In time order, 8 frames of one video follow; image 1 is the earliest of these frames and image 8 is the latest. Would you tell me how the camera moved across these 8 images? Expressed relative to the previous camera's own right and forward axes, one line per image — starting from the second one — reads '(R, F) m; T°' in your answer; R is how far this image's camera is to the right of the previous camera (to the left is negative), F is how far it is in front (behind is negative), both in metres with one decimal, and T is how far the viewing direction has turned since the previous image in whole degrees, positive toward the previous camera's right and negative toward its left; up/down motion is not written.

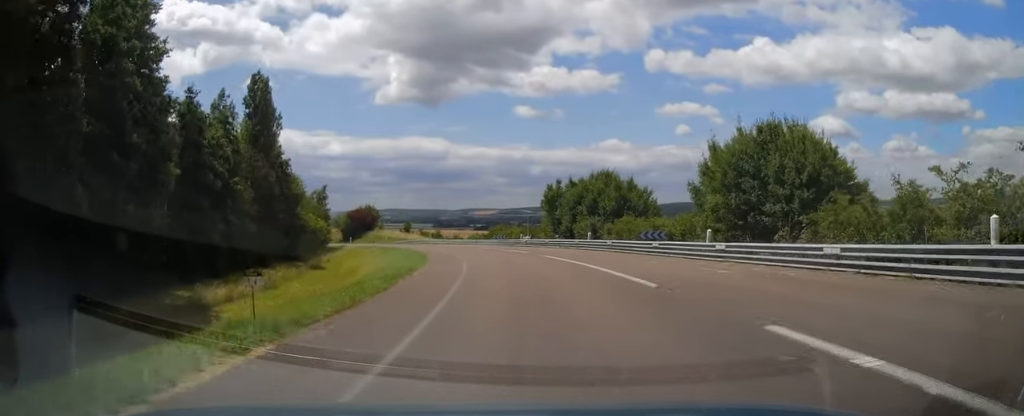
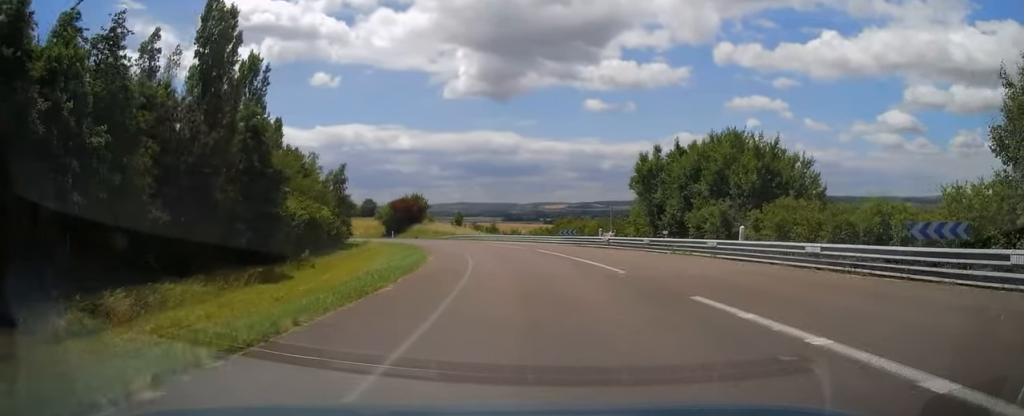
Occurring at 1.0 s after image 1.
(-1.5, +22.1) m; -7°
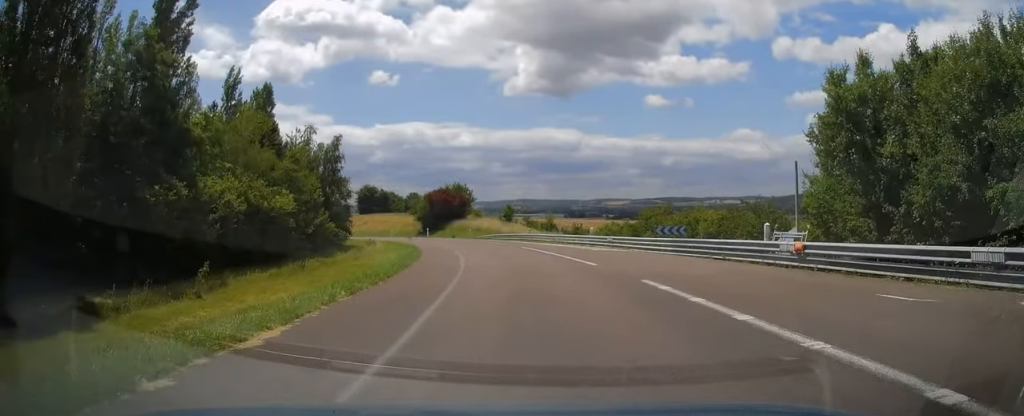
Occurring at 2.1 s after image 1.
(-1.2, +22.5) m; -6°
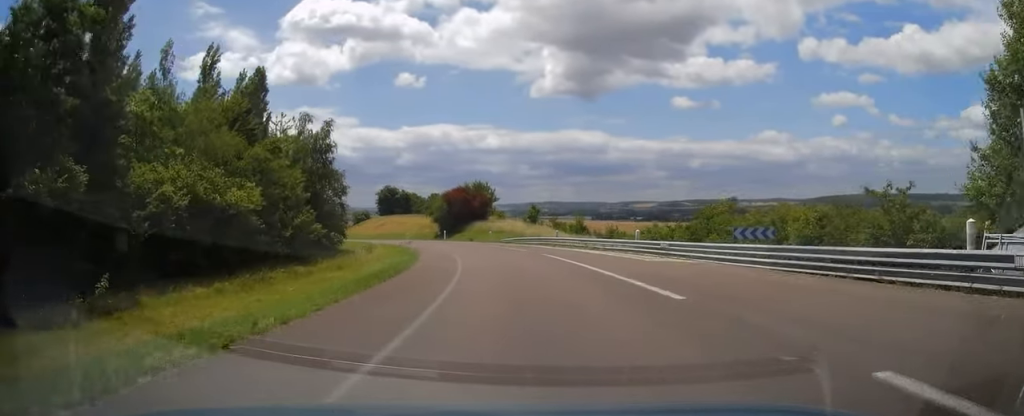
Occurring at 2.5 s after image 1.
(-0.2, +9.0) m; -2°
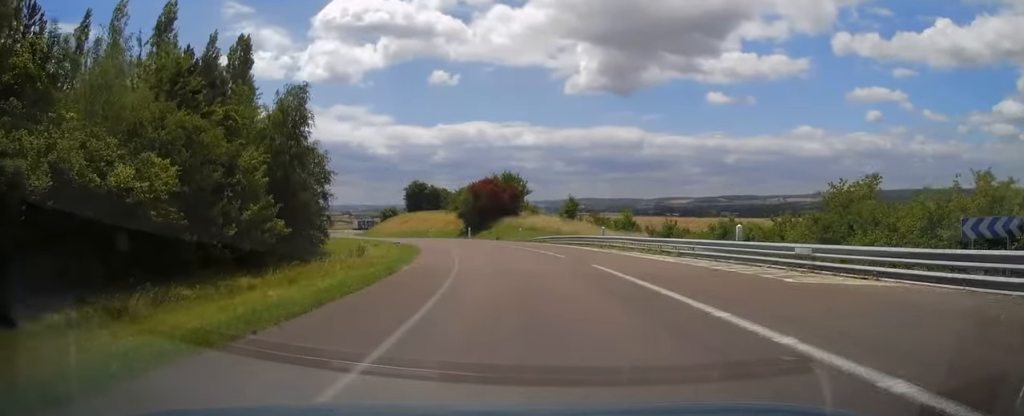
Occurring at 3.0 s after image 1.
(-0.3, +11.4) m; -3°
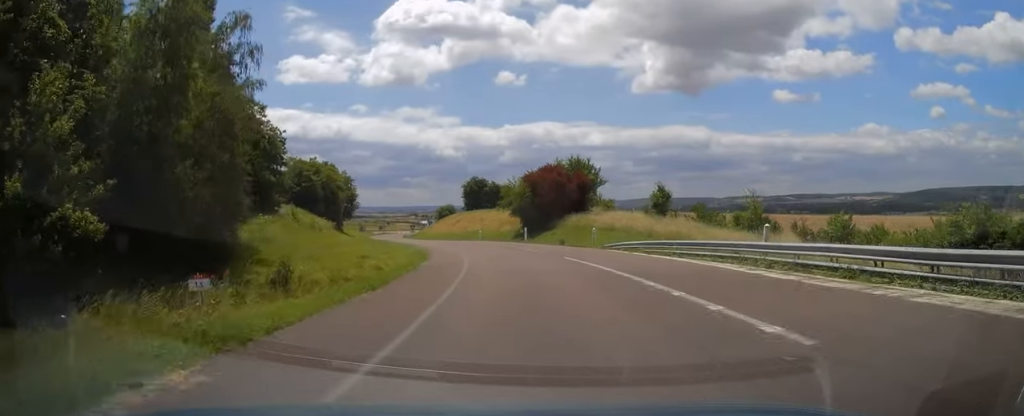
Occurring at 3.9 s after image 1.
(-0.7, +18.6) m; -5°
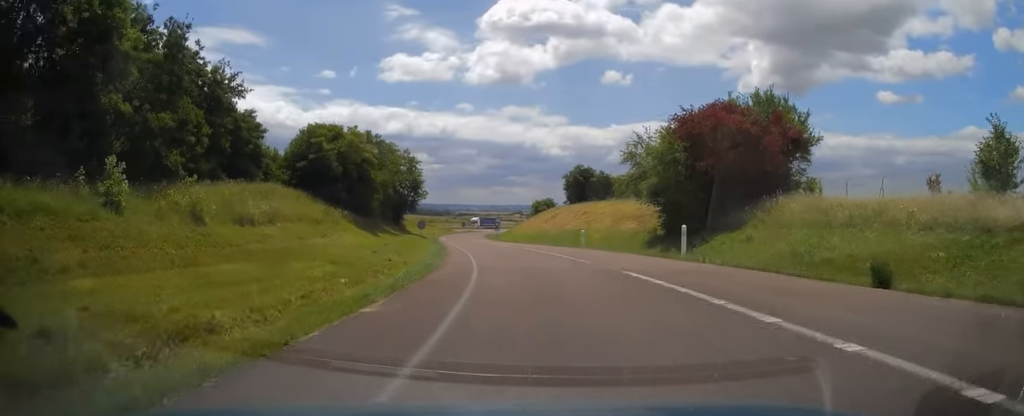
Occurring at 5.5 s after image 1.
(-3.4, +33.6) m; -11°
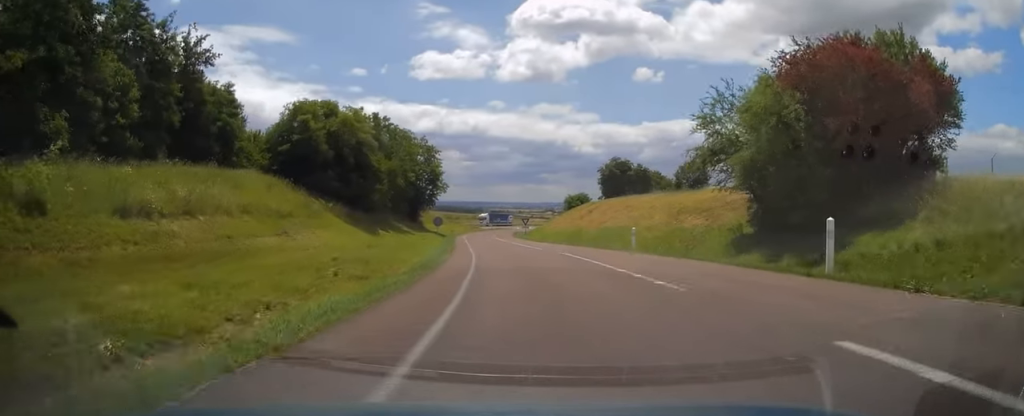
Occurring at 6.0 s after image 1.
(-0.3, +11.5) m; -4°
